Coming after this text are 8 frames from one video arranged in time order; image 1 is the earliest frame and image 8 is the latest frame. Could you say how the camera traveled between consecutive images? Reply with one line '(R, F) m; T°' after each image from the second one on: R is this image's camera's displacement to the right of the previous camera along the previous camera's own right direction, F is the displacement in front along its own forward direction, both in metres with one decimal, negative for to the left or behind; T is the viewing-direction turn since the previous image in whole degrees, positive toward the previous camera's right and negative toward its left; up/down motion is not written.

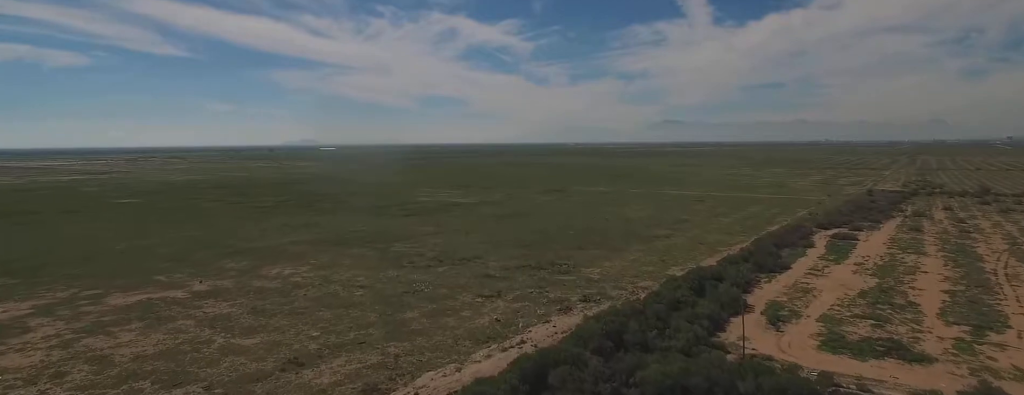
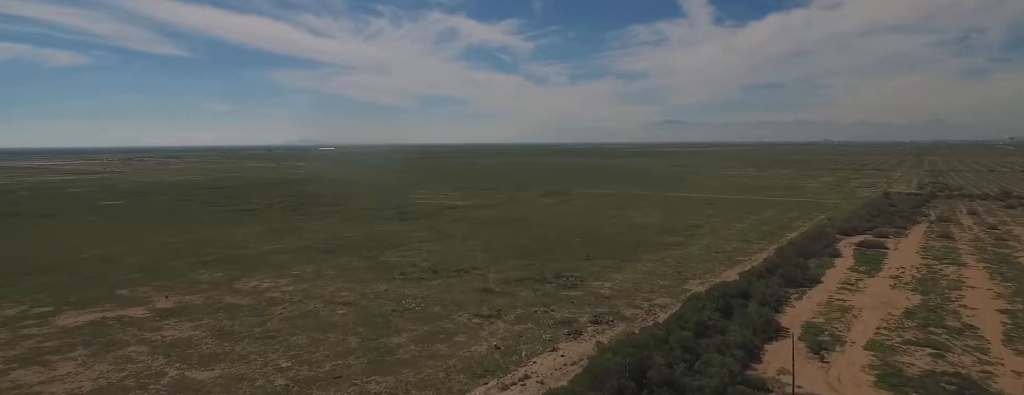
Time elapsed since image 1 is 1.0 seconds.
(+0.1, +15.4) m; +1°
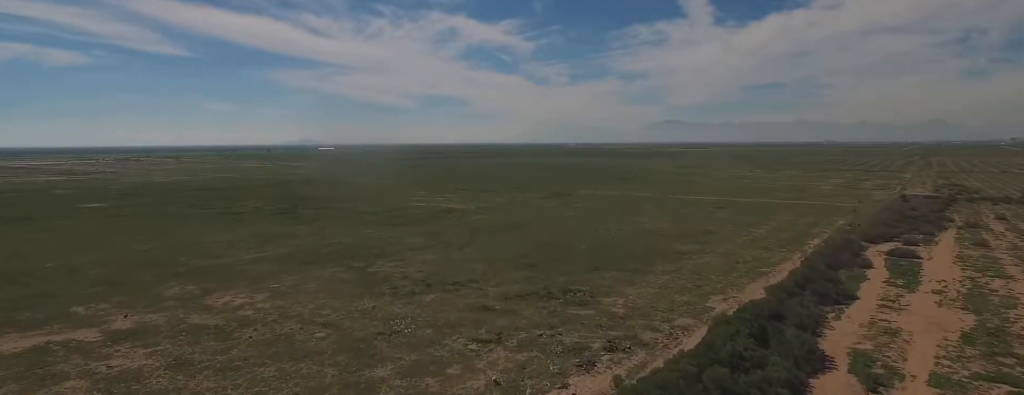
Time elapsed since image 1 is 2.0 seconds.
(0.0, +13.8) m; 0°
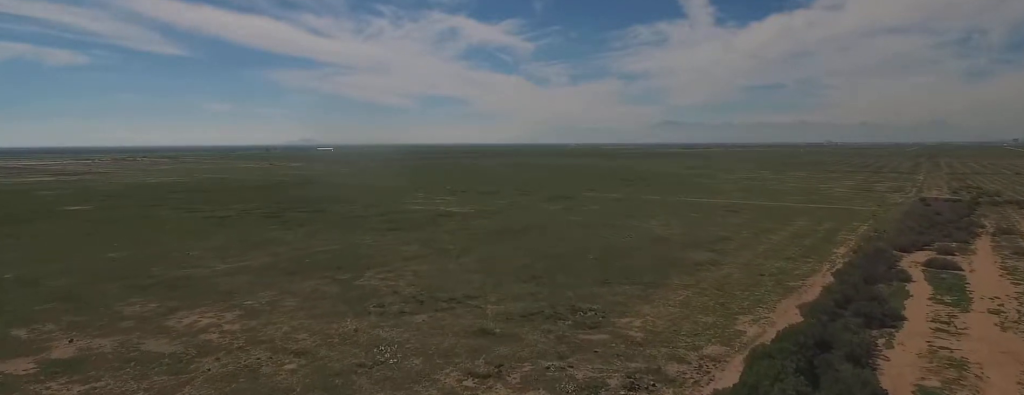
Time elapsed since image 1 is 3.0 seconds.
(0.0, +15.0) m; 0°
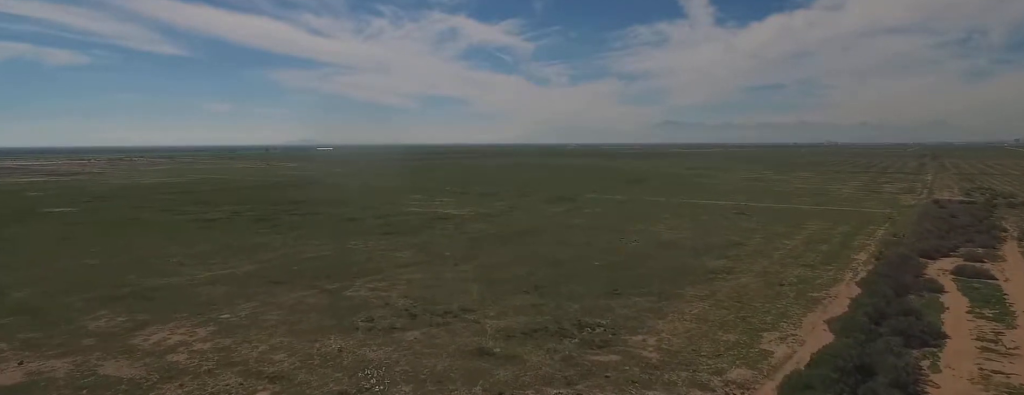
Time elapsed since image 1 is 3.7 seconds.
(0.0, +10.4) m; 0°
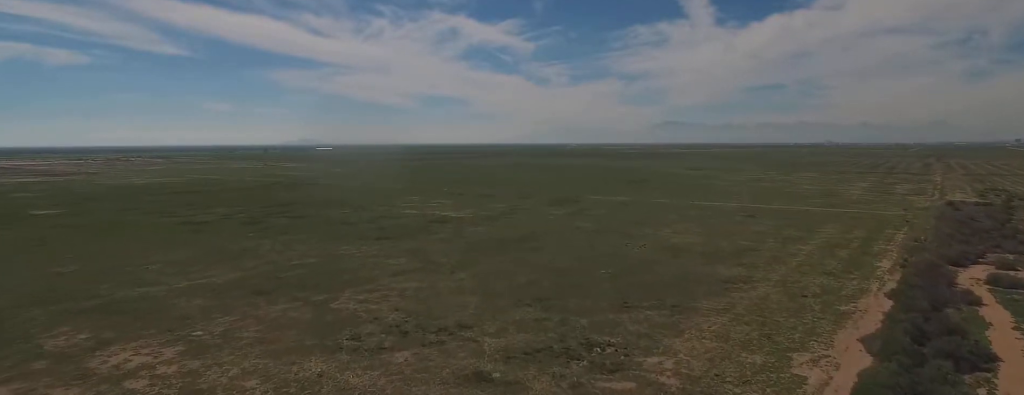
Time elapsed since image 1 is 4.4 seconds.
(0.0, +10.2) m; 0°
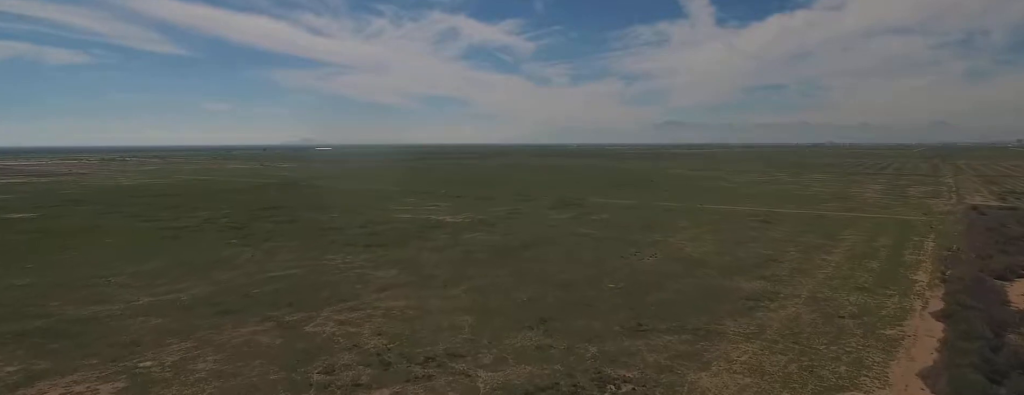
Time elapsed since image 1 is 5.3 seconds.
(0.0, +13.9) m; 0°
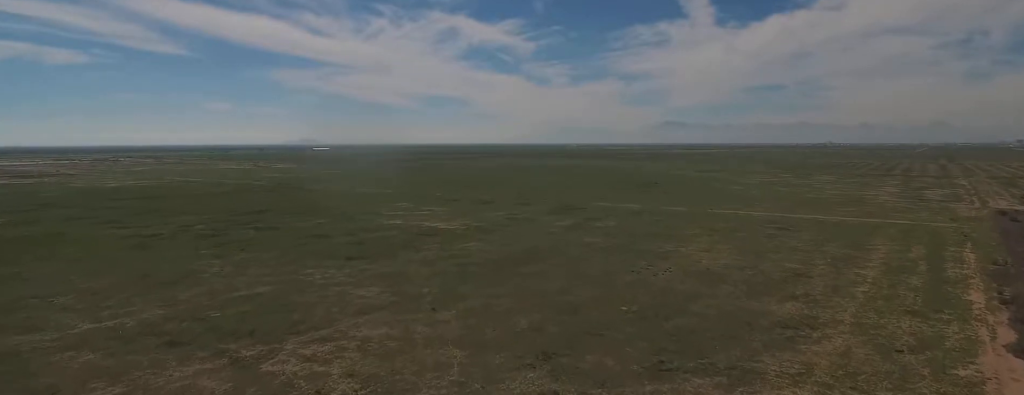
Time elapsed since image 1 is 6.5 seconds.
(0.0, +16.5) m; 0°
